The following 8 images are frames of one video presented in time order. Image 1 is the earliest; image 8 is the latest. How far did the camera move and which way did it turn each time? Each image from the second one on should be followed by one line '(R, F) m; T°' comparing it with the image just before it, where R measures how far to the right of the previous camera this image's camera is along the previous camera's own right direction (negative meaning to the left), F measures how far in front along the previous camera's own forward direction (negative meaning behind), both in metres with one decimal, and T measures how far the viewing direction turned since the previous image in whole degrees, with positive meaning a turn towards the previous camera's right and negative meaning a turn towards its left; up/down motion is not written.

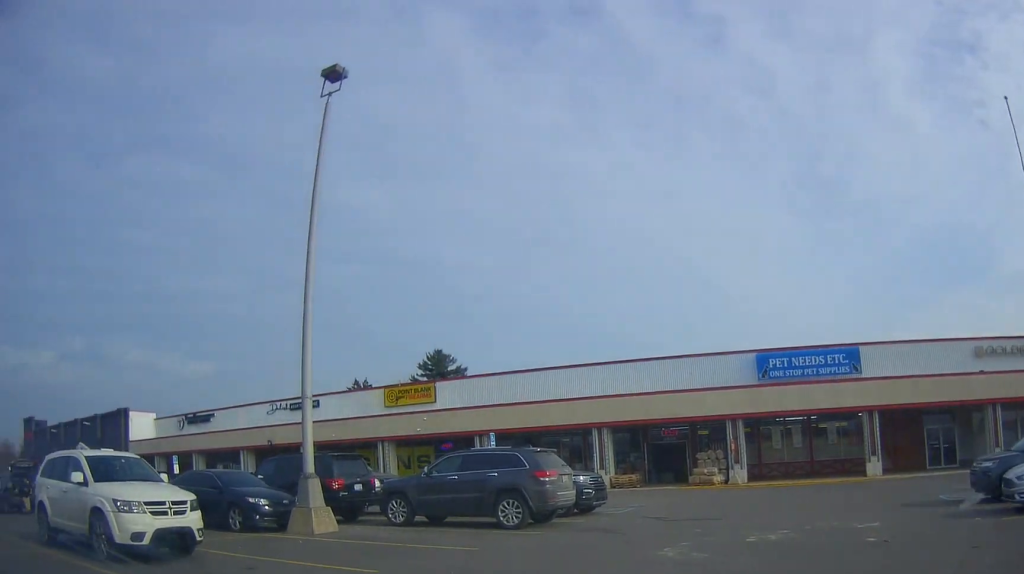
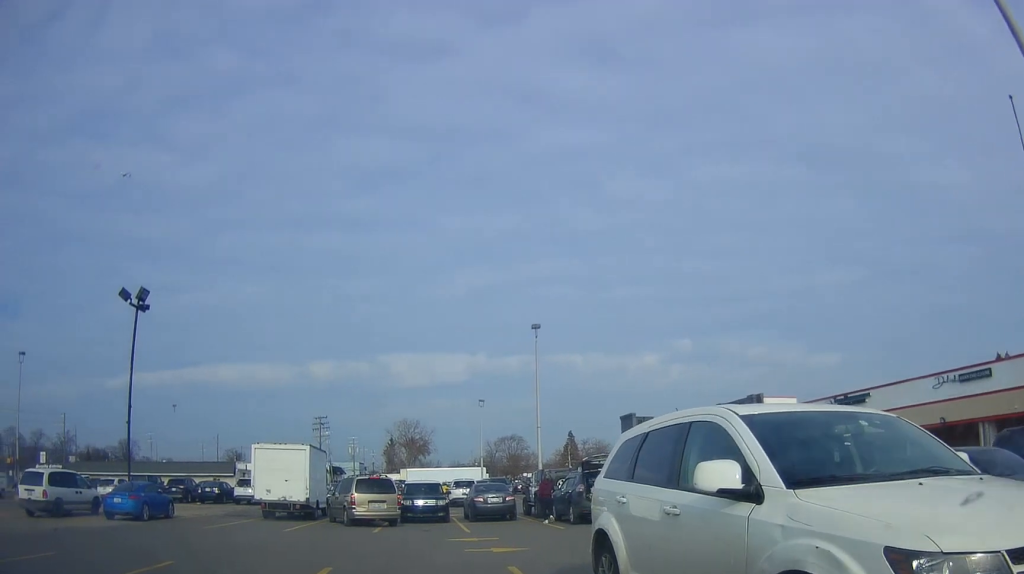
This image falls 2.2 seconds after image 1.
(-2.5, +6.0) m; -46°
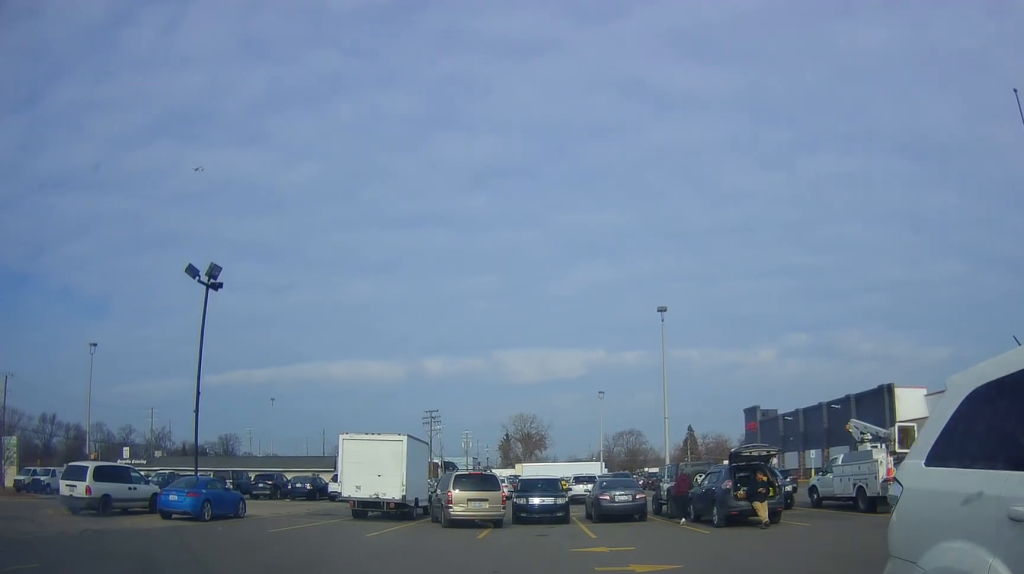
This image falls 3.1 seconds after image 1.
(-0.5, +2.8) m; -13°
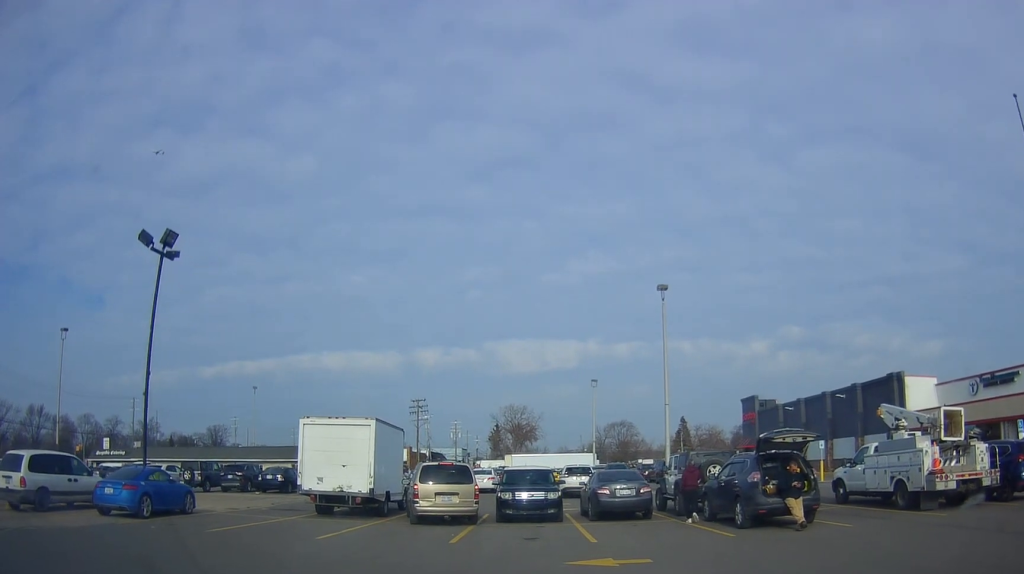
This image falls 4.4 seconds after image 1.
(-0.2, +3.2) m; -4°
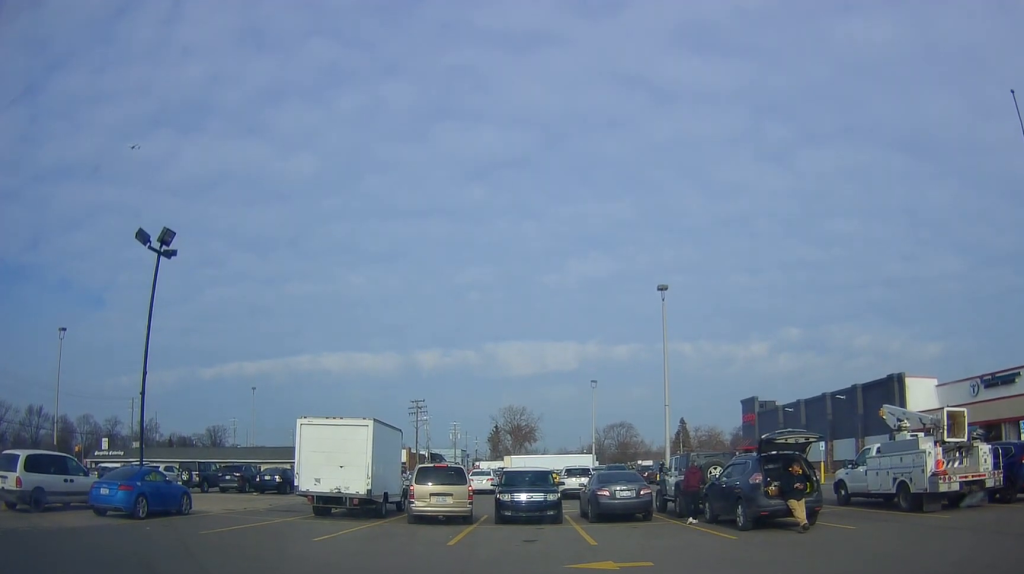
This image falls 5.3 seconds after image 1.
(0.0, +0.2) m; 0°
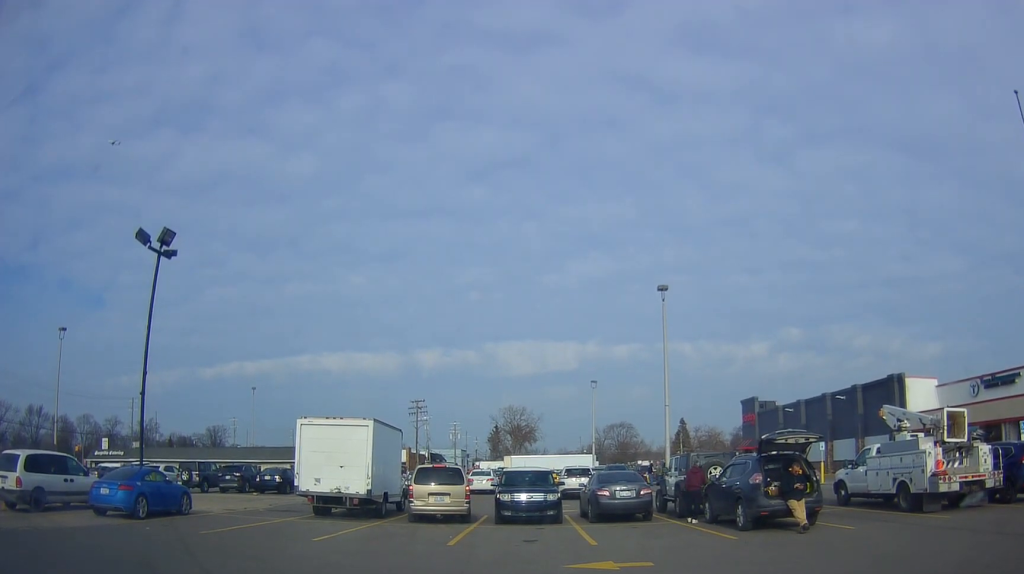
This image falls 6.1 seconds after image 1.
(0.0, 0.0) m; 0°
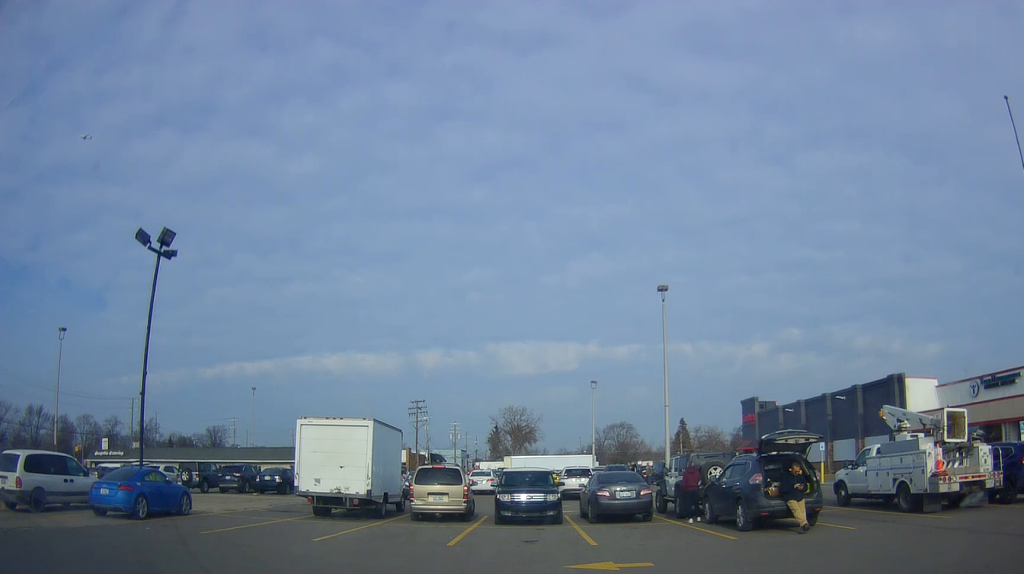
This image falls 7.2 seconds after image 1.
(0.0, 0.0) m; 0°
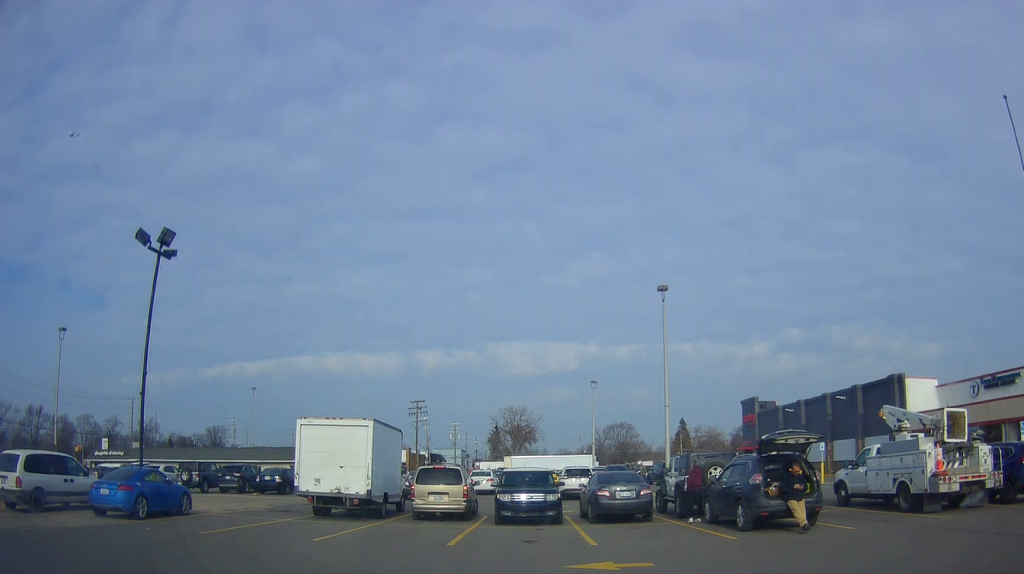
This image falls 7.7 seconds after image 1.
(0.0, 0.0) m; 0°
